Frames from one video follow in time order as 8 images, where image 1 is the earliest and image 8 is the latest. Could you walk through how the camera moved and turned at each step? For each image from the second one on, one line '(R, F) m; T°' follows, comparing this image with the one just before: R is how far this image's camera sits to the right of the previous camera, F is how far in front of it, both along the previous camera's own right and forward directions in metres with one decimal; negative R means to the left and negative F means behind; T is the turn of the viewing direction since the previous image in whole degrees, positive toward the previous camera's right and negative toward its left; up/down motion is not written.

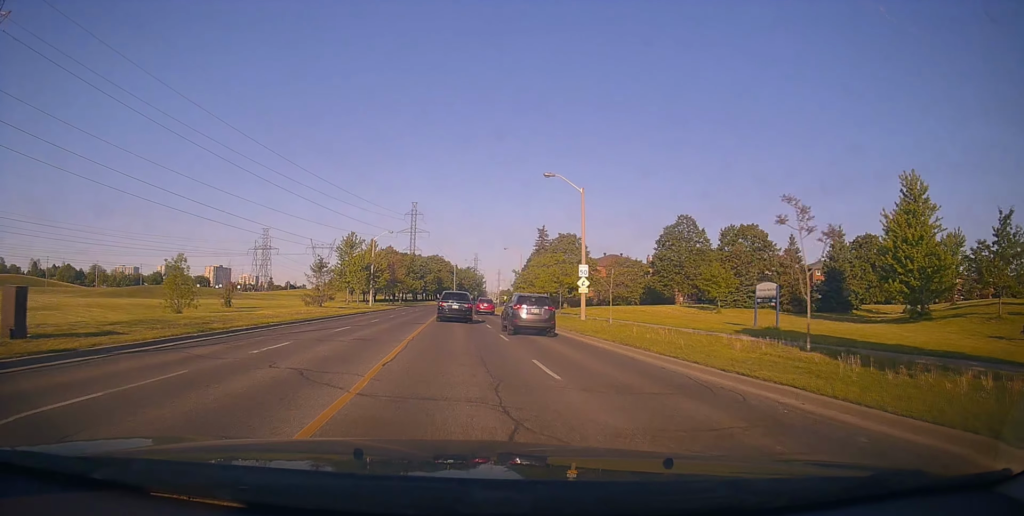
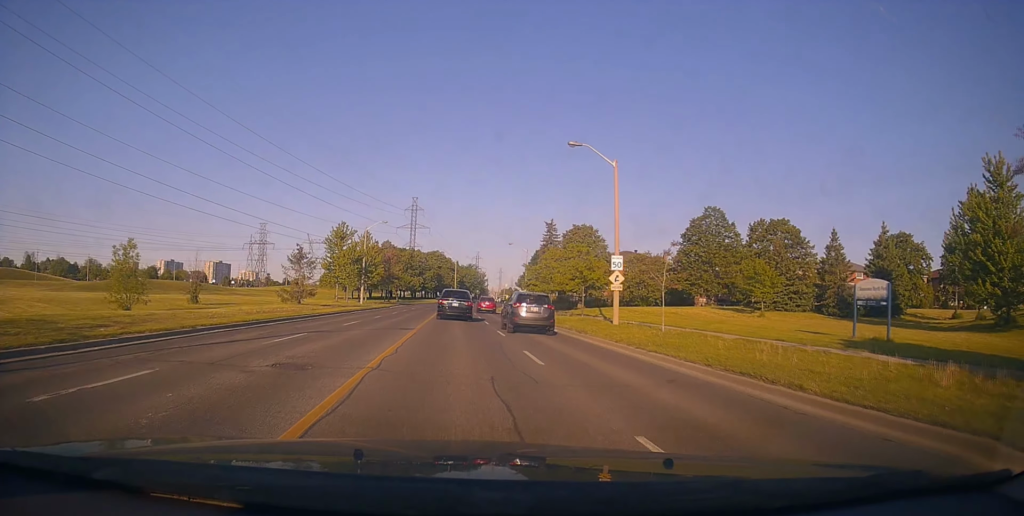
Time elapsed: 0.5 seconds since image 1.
(-0.1, +7.5) m; 0°
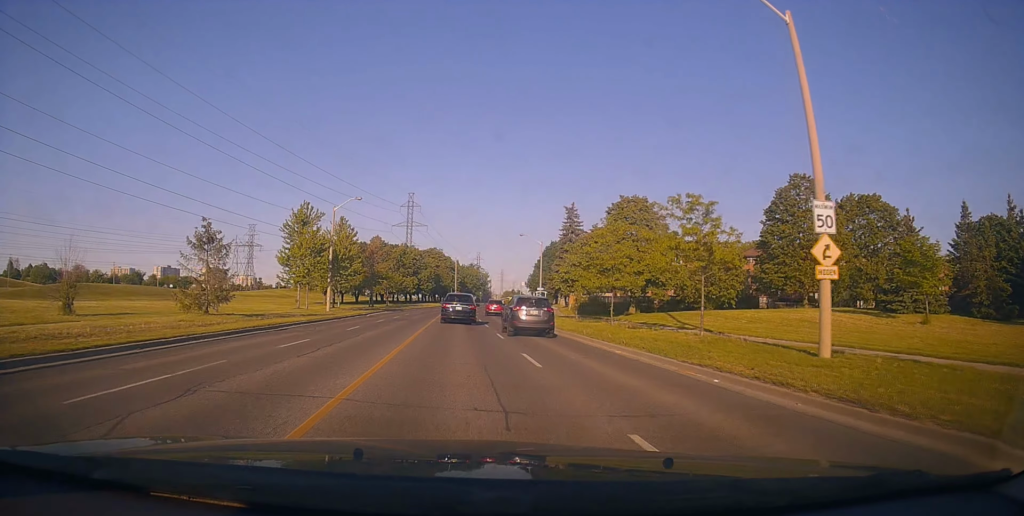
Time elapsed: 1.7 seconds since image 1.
(-0.3, +16.9) m; -1°
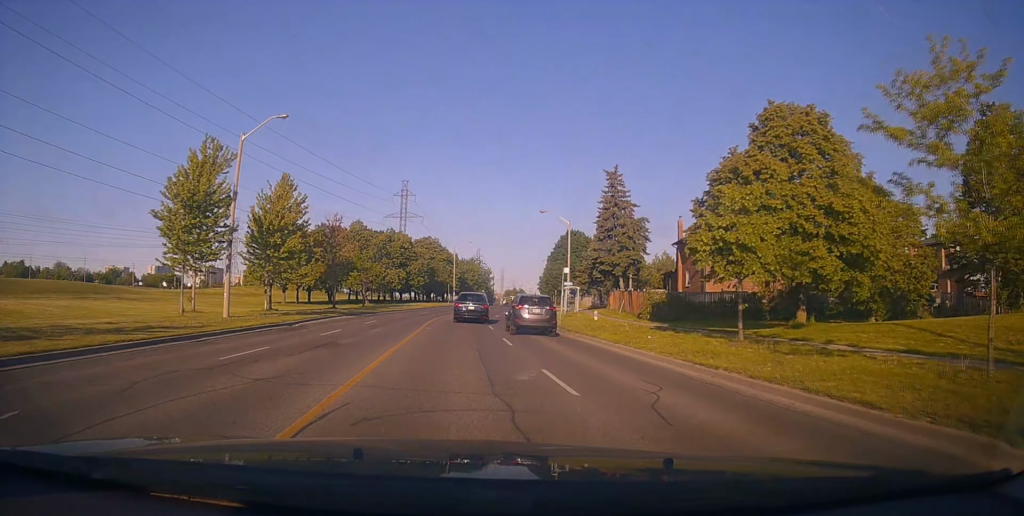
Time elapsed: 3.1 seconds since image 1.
(-0.1, +21.4) m; -1°
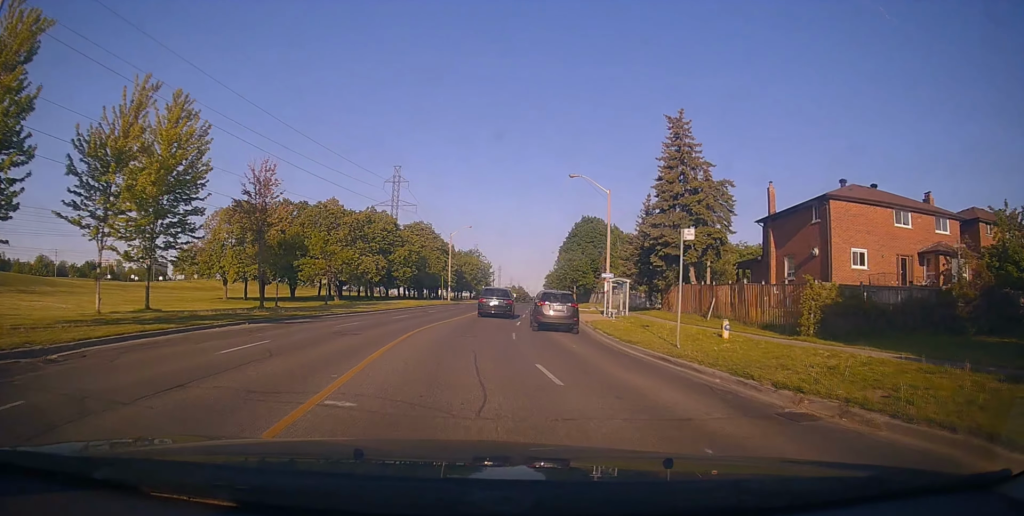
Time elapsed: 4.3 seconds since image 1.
(-0.1, +17.7) m; +2°
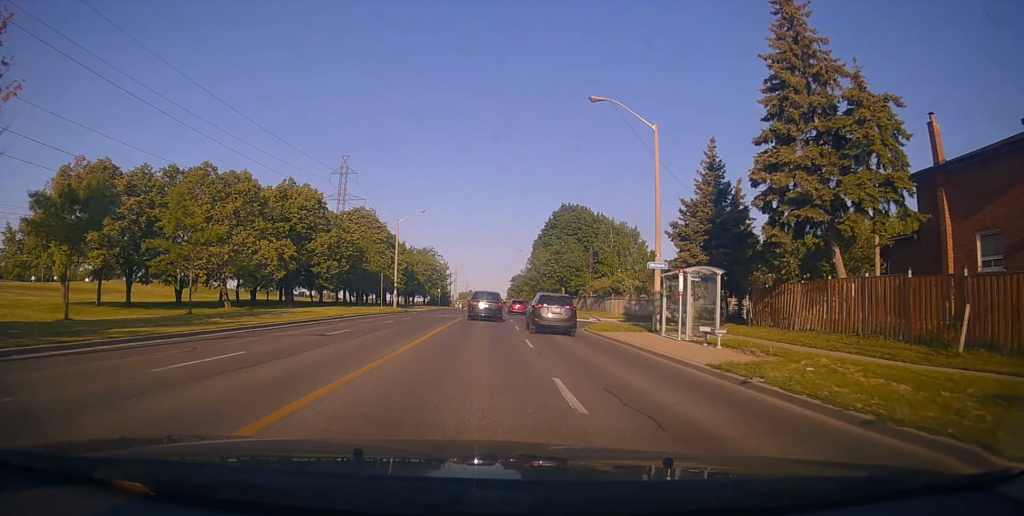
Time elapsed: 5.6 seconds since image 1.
(+0.6, +19.8) m; +2°
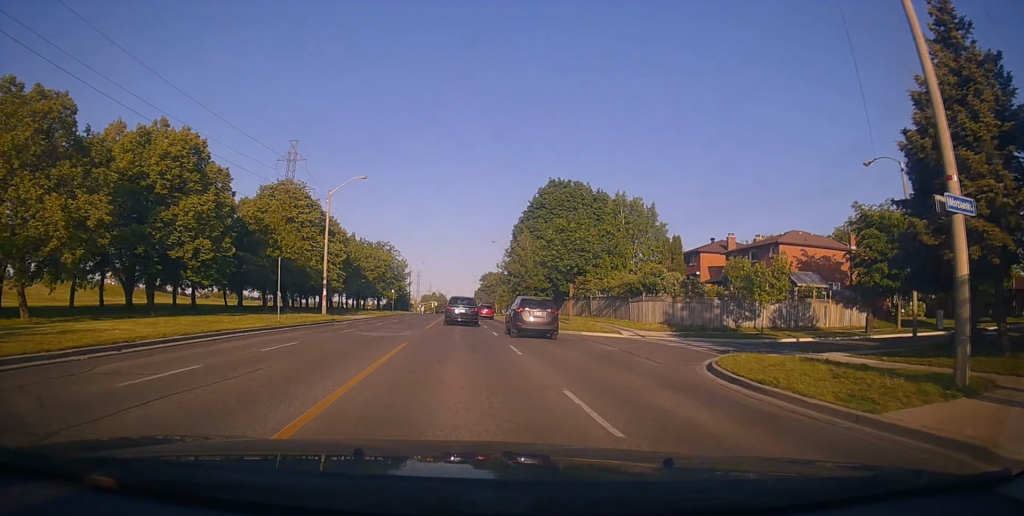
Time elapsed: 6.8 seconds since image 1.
(+0.3, +18.8) m; +3°
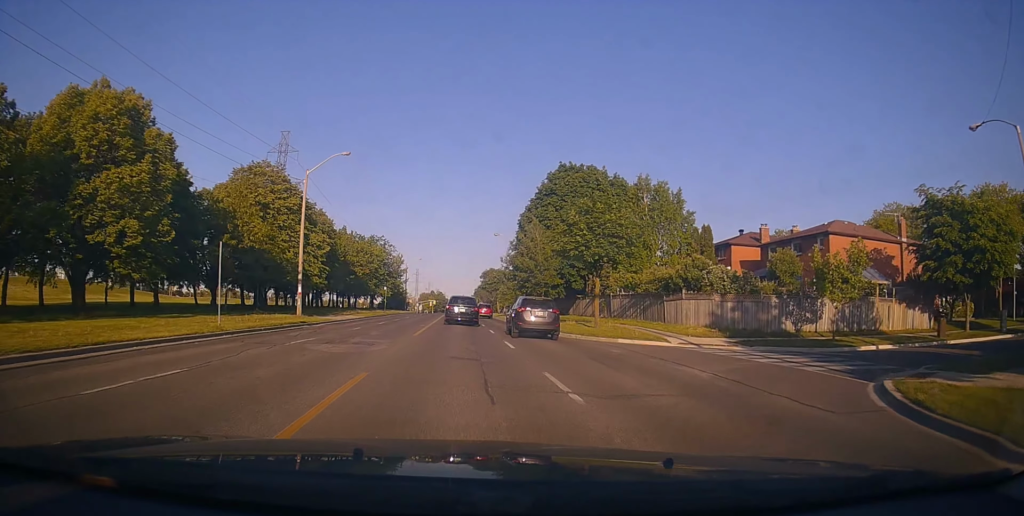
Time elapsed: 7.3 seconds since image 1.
(+0.1, +7.0) m; +1°
